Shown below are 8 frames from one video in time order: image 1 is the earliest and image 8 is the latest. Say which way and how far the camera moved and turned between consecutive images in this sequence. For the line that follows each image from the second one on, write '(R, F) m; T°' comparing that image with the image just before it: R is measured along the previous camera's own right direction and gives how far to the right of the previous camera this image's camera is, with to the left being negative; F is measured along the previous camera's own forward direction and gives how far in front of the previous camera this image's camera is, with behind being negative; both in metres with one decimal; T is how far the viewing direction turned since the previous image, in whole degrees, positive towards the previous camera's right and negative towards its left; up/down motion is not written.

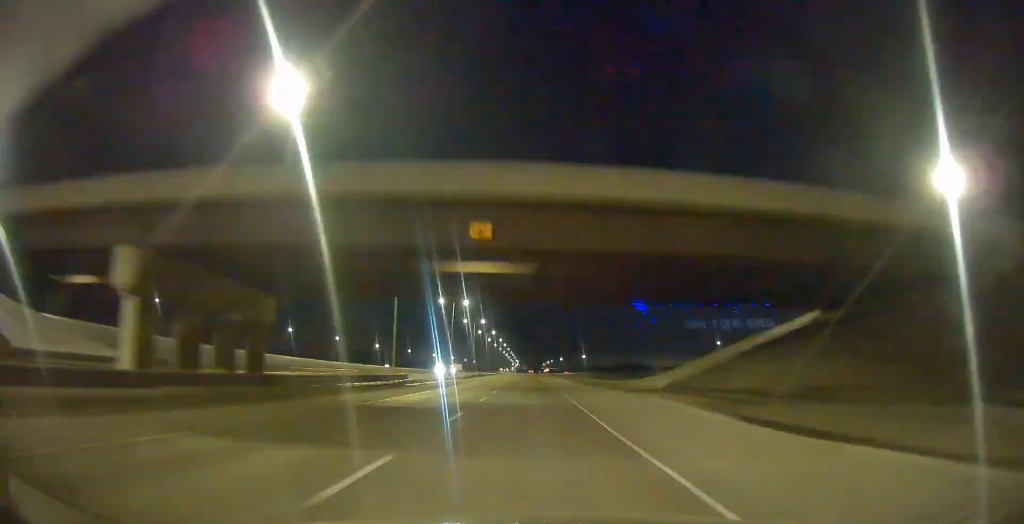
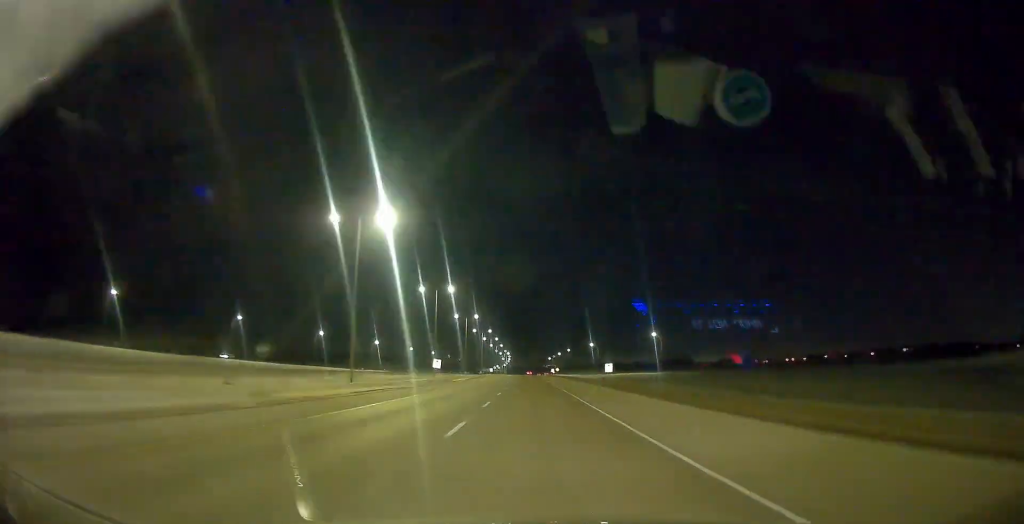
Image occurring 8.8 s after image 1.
(-0.3, +259.4) m; 0°
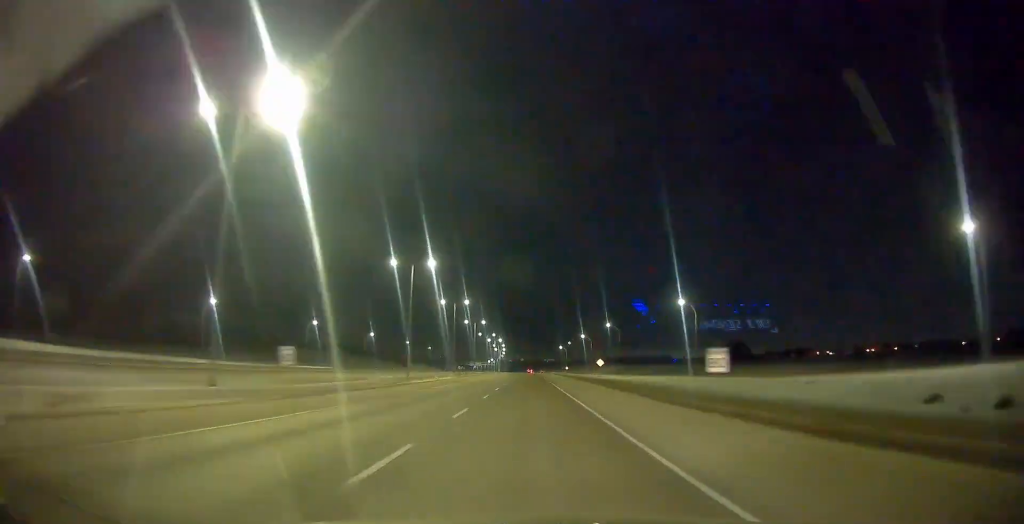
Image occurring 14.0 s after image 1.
(+0.1, +155.7) m; 0°
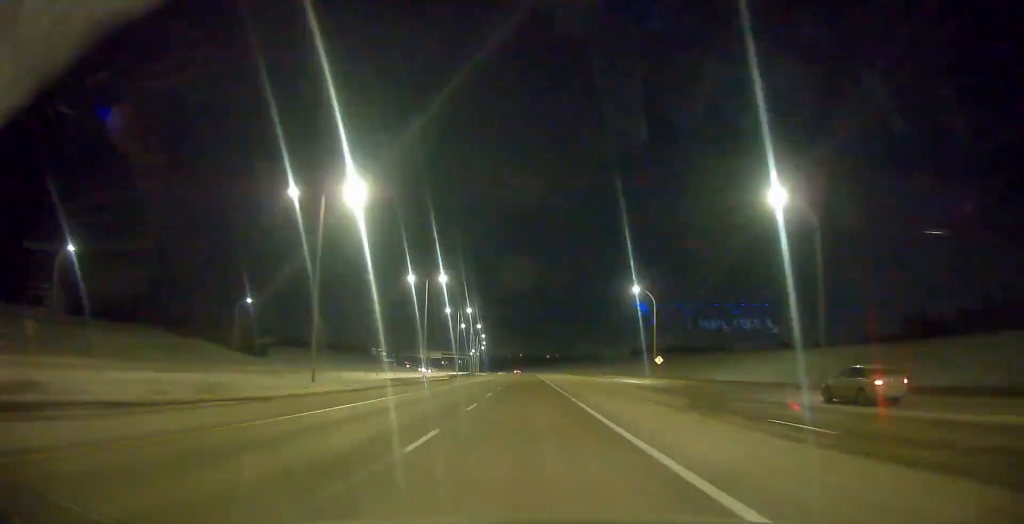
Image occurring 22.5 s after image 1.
(-0.3, +204.5) m; -1°
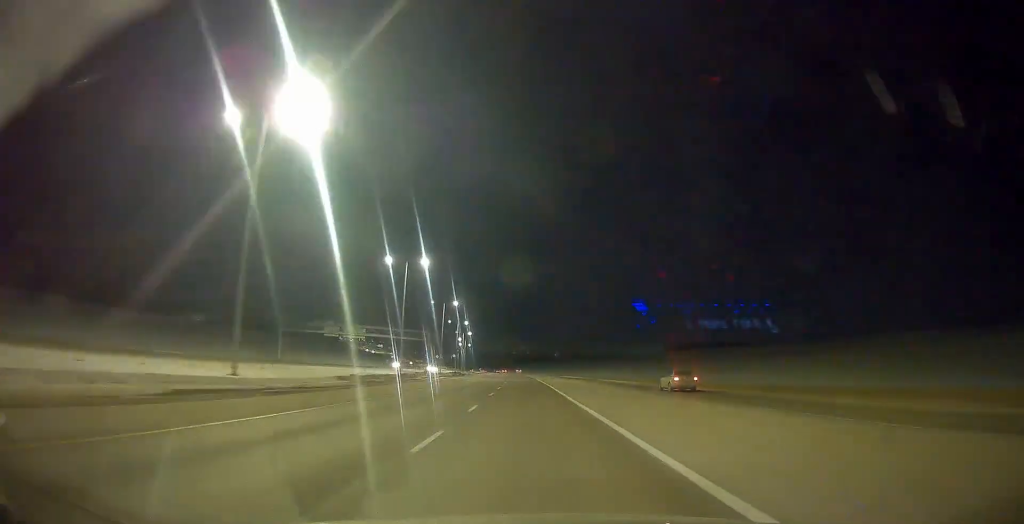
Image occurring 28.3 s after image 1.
(-2.0, +134.8) m; -2°
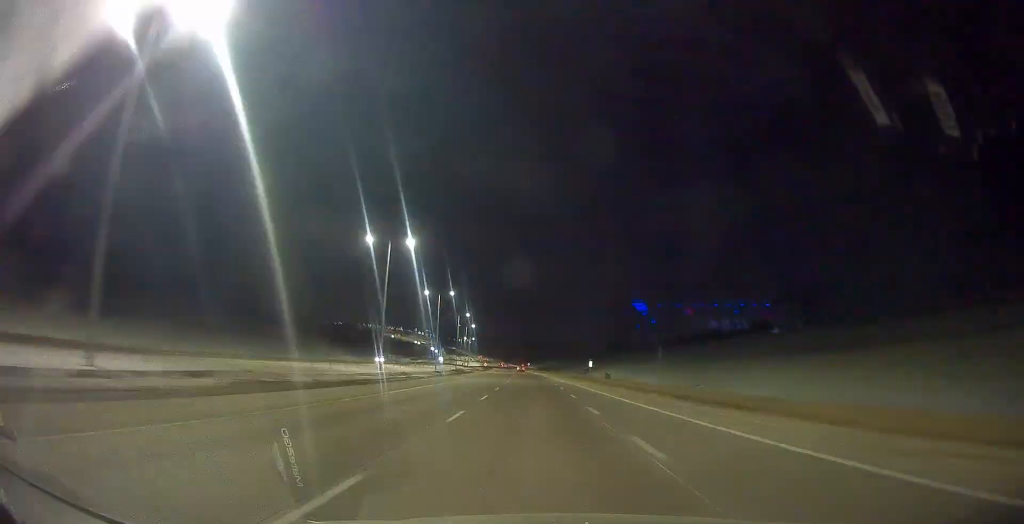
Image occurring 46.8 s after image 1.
(-23.4, +426.4) m; -7°
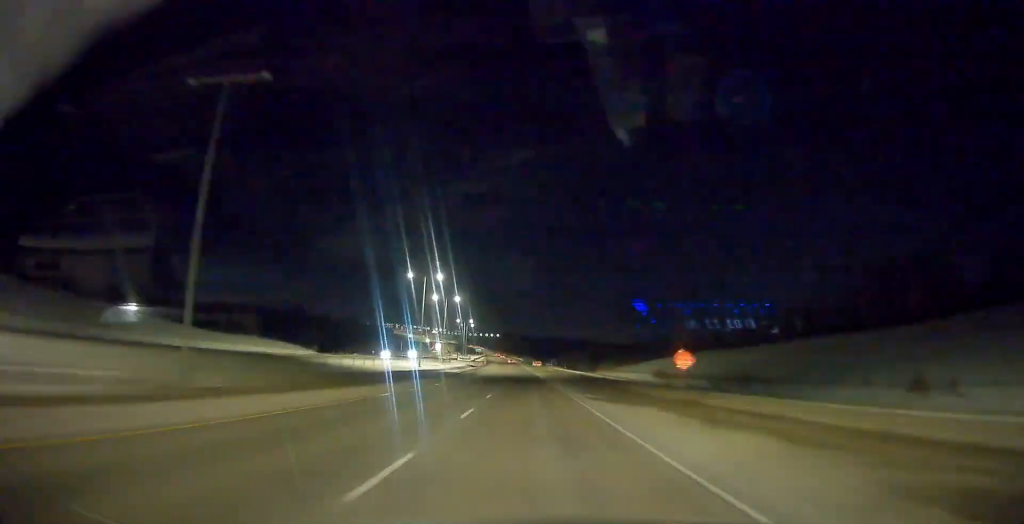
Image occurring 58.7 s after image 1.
(-9.2, +252.3) m; -4°
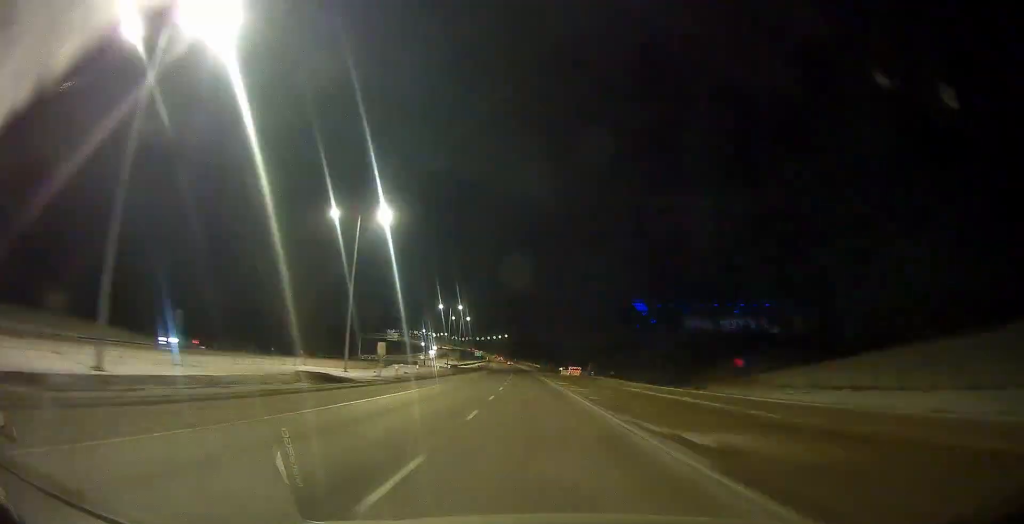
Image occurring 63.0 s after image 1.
(-1.7, +100.4) m; -2°
